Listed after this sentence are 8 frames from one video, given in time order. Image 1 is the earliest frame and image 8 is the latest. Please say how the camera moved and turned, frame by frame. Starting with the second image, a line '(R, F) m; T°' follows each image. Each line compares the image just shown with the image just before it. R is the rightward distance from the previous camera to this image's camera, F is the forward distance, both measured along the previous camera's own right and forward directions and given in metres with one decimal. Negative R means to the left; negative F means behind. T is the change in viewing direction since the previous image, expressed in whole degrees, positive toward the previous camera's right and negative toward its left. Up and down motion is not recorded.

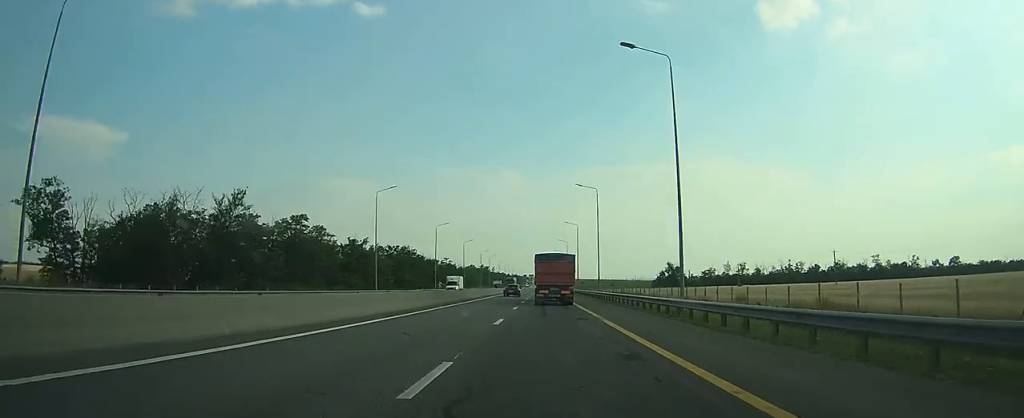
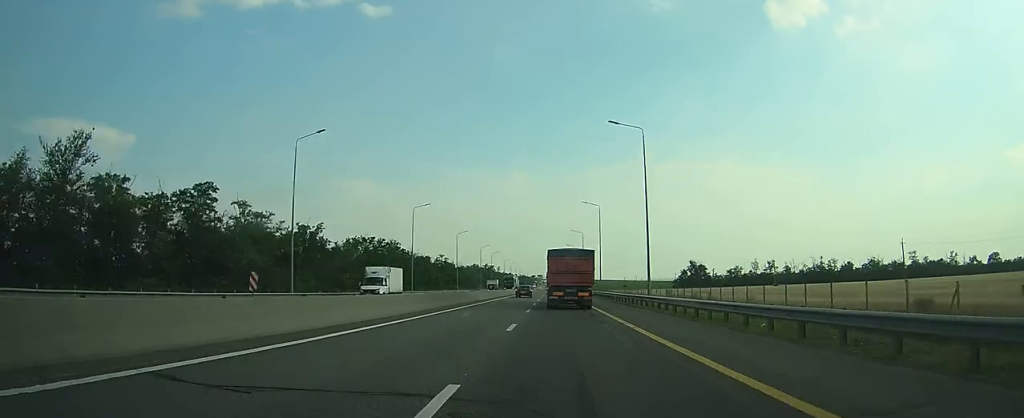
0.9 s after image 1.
(0.0, +26.3) m; 0°
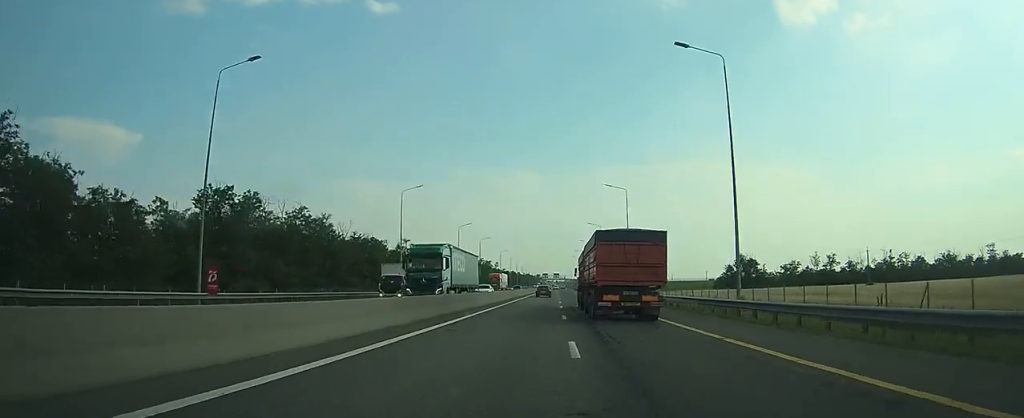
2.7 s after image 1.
(-0.4, +53.8) m; -1°
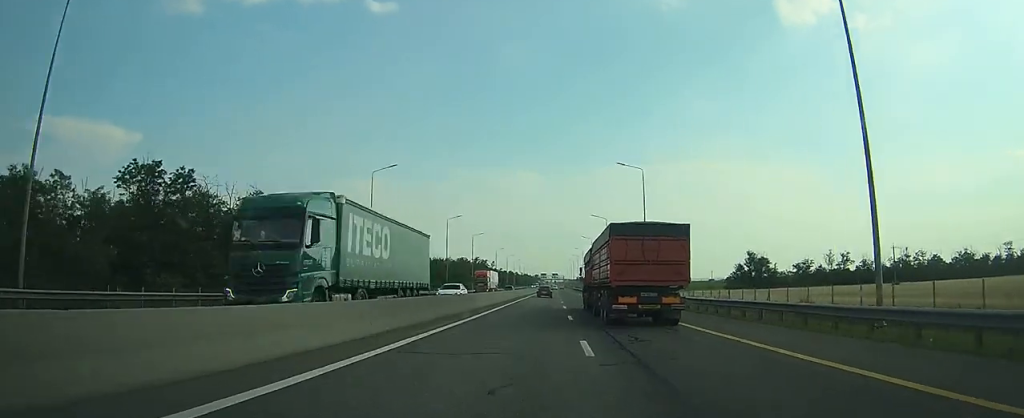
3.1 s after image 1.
(-0.1, +11.8) m; 0°
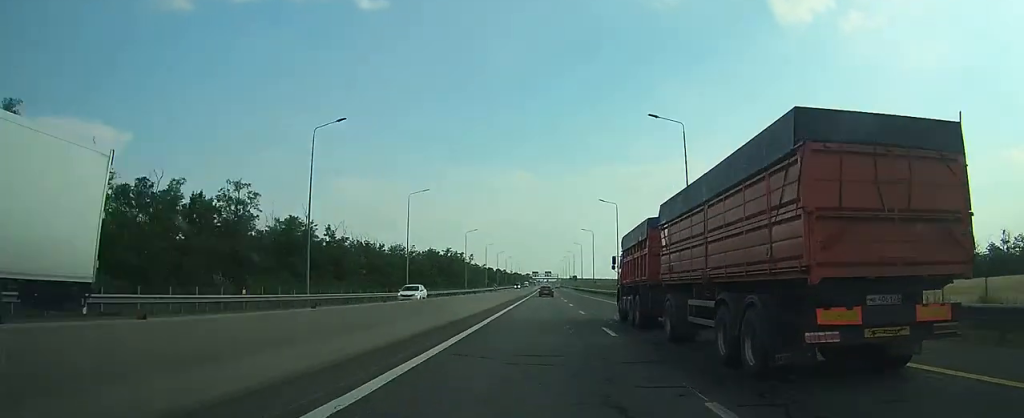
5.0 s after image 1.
(-0.2, +55.3) m; 0°
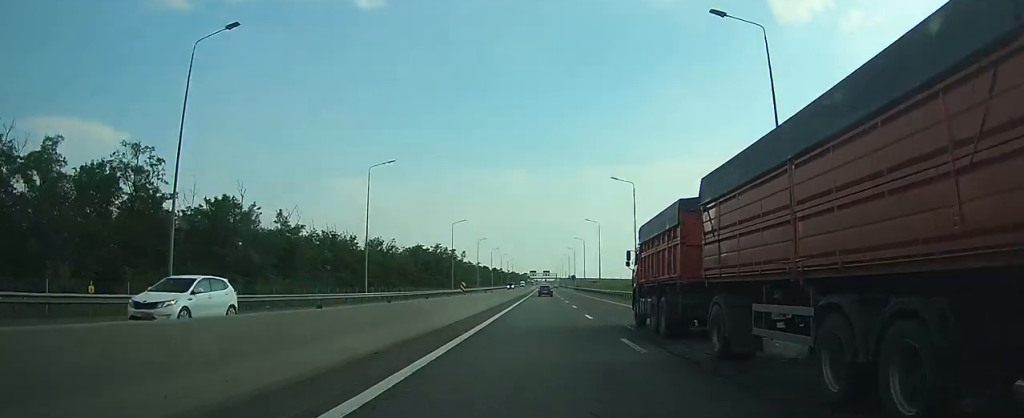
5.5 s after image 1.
(0.0, +15.9) m; 0°
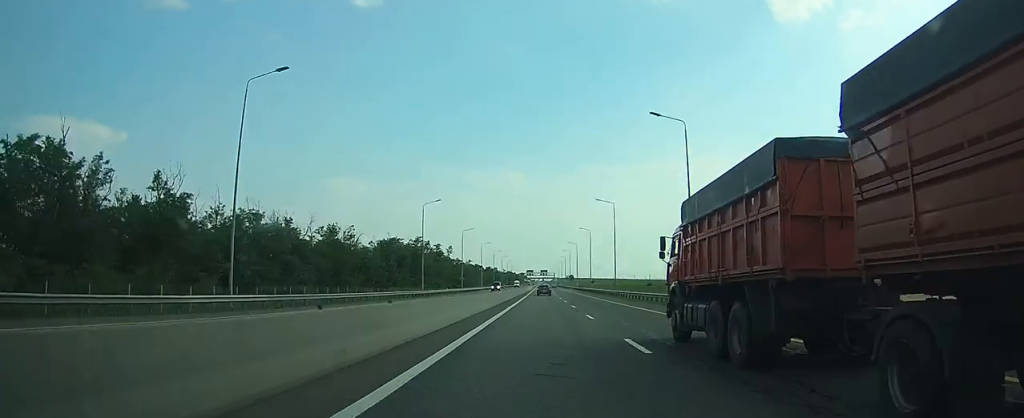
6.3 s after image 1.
(+0.1, +24.0) m; 0°
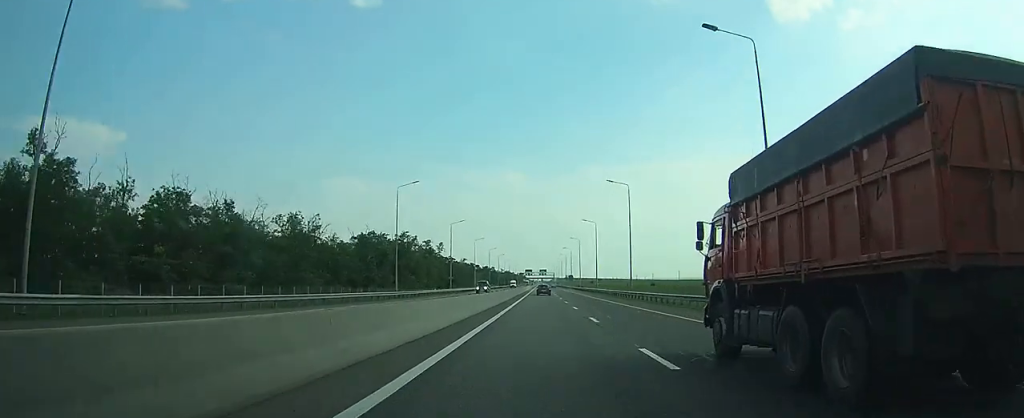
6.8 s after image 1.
(0.0, +14.1) m; 0°
